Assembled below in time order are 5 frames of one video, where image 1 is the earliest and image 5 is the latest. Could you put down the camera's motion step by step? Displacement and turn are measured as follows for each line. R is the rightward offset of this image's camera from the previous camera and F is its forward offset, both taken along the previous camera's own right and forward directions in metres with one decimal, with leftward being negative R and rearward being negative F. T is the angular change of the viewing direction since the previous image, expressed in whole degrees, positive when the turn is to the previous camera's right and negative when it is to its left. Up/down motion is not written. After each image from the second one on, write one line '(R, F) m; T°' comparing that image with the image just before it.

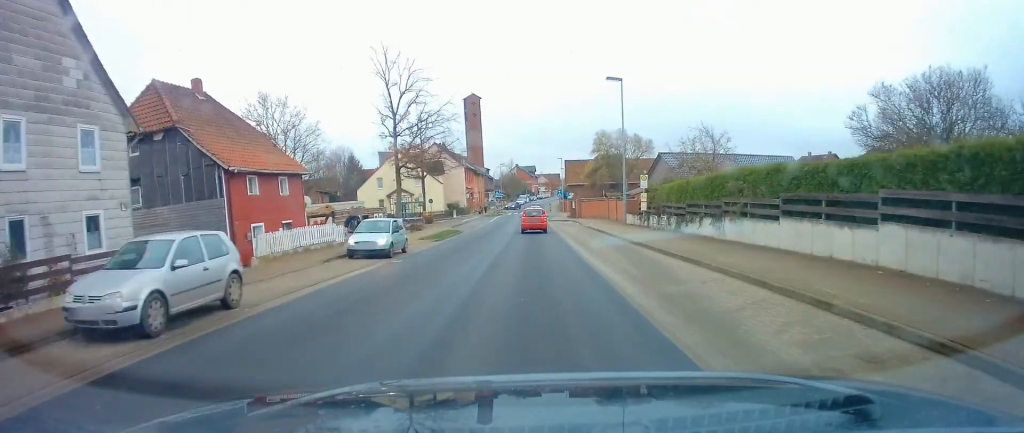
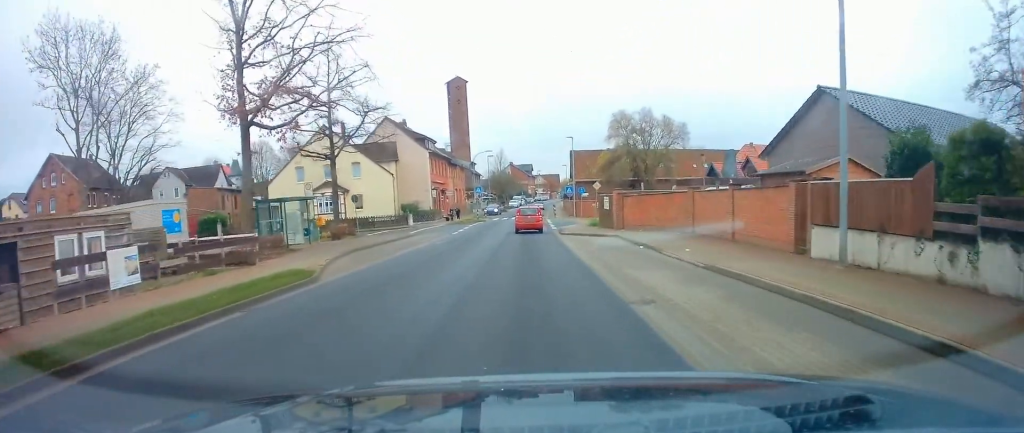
(0.0, +28.7) m; +1°
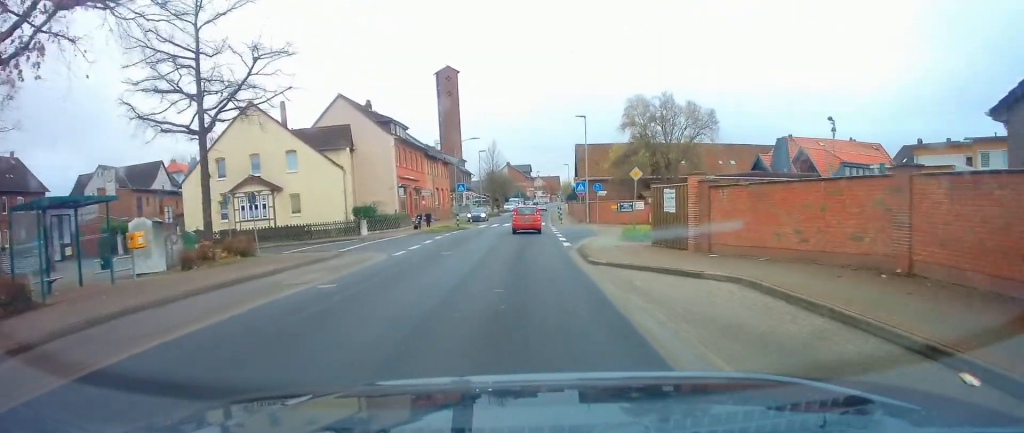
(+0.1, +15.3) m; -1°
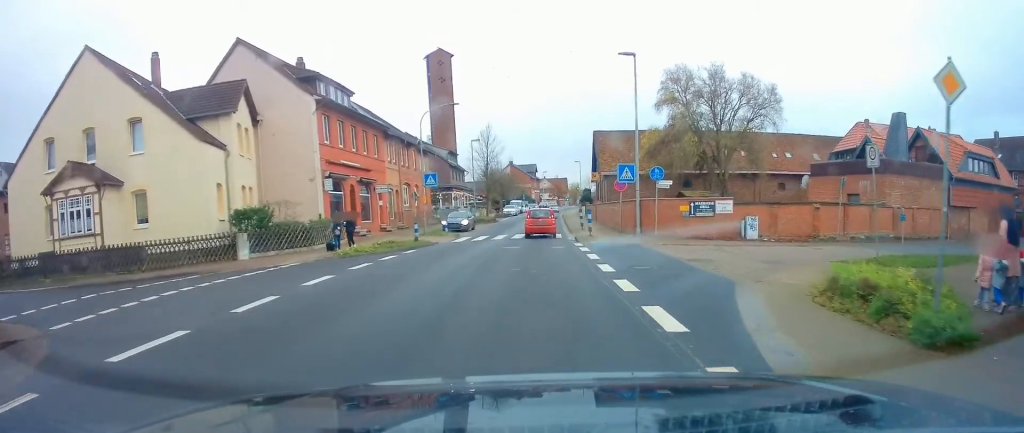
(-0.2, +18.4) m; +1°
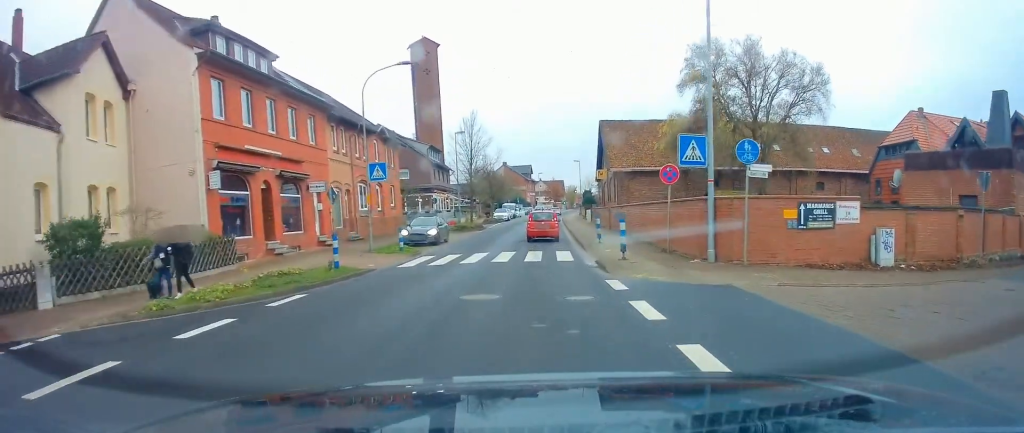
(+0.2, +10.8) m; +1°
